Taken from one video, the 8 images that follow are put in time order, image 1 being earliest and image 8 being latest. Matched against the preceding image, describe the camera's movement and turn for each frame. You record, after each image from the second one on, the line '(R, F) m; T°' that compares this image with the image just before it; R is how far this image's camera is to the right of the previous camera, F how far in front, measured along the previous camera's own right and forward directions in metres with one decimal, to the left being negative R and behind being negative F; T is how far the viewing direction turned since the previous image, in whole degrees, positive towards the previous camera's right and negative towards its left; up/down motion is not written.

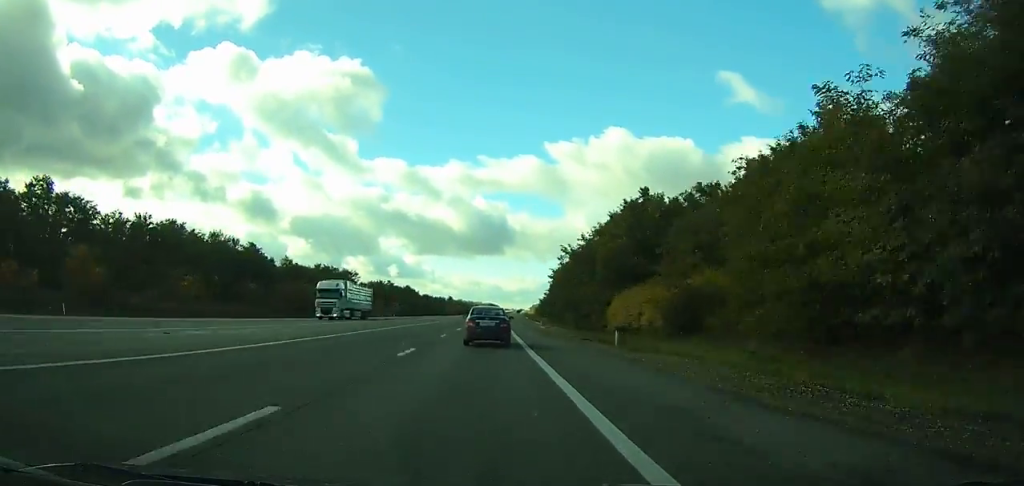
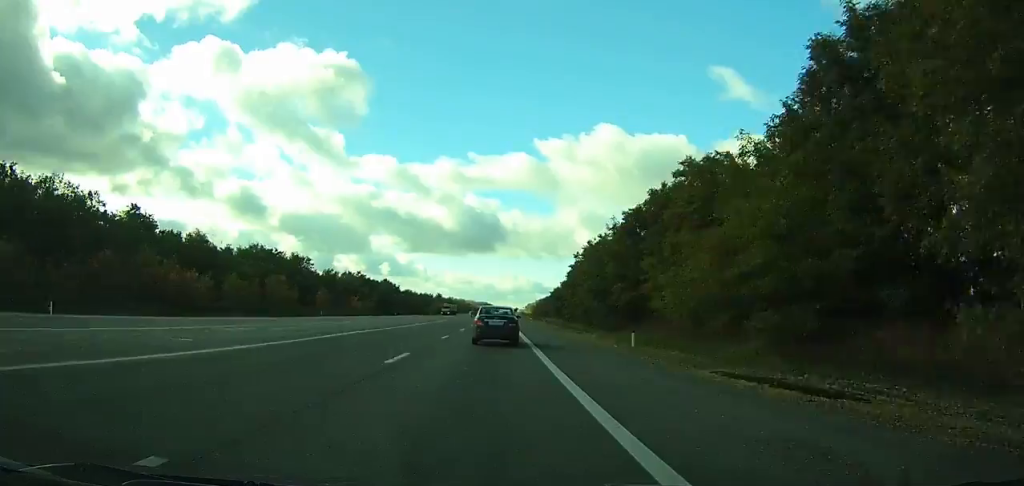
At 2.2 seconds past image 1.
(+0.2, +45.8) m; +1°
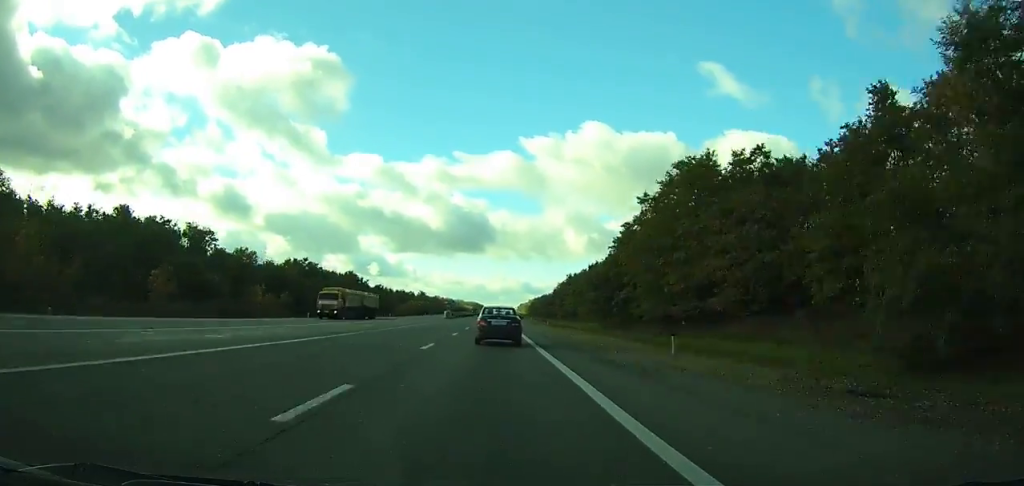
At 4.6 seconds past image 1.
(+0.4, +51.7) m; +1°
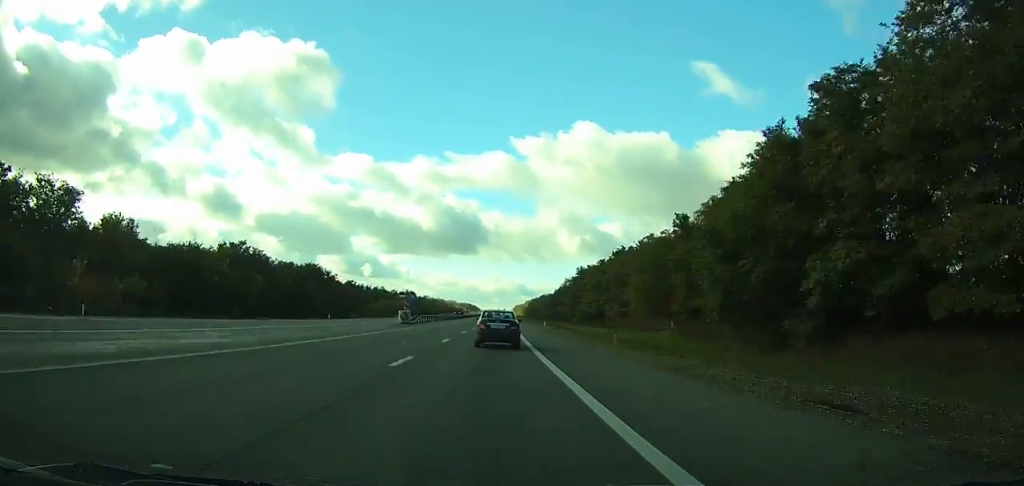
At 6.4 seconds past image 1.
(+0.2, +39.7) m; +1°
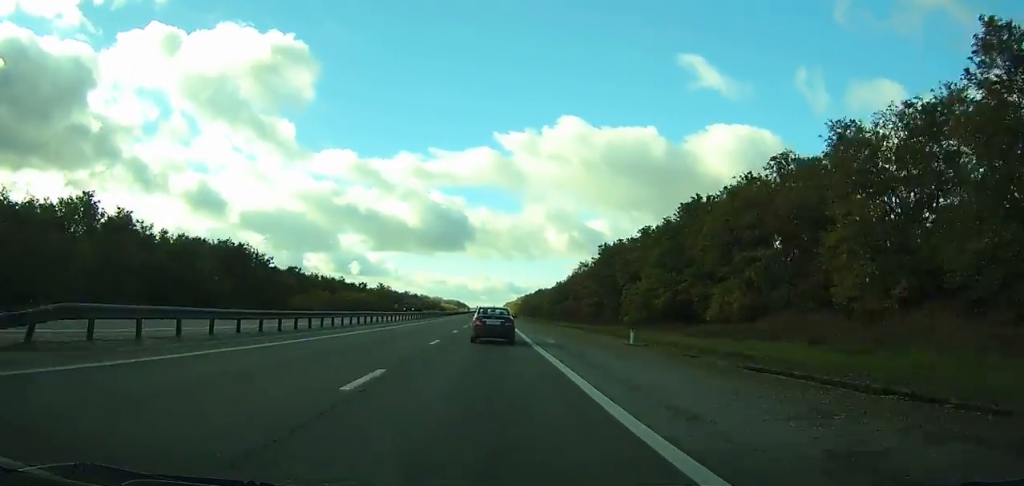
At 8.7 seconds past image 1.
(+0.4, +52.8) m; +1°
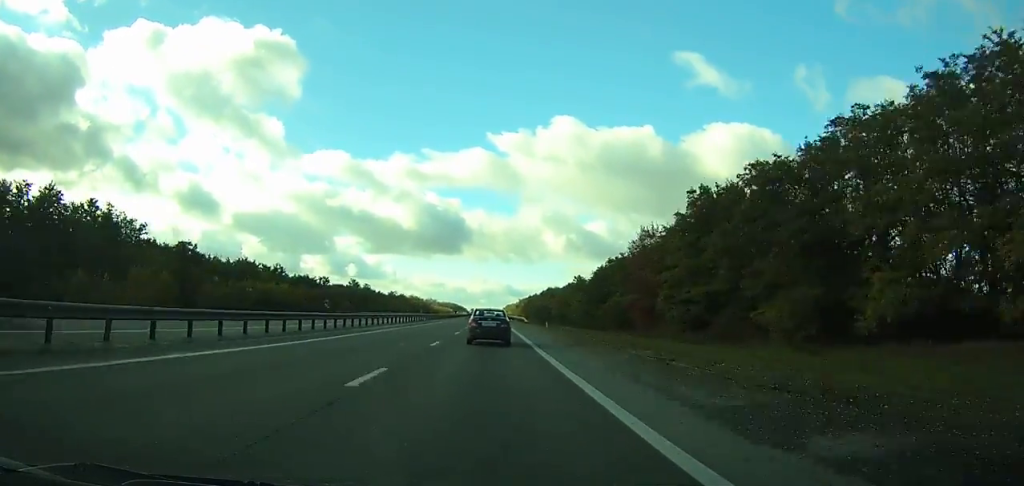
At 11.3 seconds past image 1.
(+0.5, +61.4) m; 0°
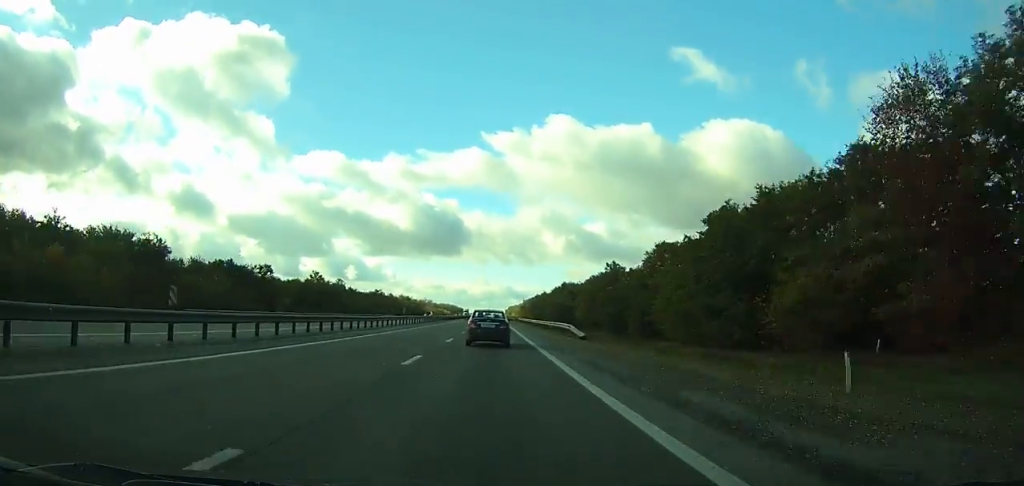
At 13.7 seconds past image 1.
(+0.1, +58.0) m; 0°
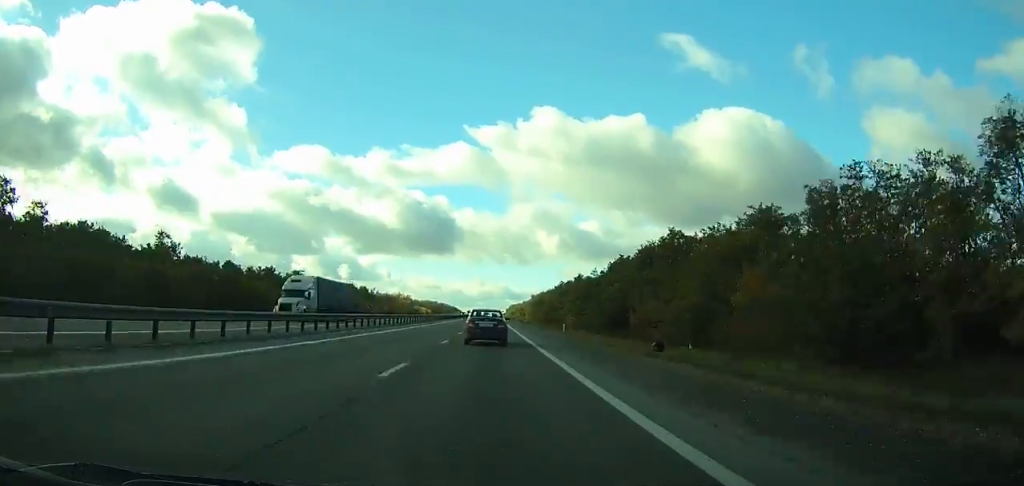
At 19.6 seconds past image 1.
(-0.1, +142.6) m; 0°
